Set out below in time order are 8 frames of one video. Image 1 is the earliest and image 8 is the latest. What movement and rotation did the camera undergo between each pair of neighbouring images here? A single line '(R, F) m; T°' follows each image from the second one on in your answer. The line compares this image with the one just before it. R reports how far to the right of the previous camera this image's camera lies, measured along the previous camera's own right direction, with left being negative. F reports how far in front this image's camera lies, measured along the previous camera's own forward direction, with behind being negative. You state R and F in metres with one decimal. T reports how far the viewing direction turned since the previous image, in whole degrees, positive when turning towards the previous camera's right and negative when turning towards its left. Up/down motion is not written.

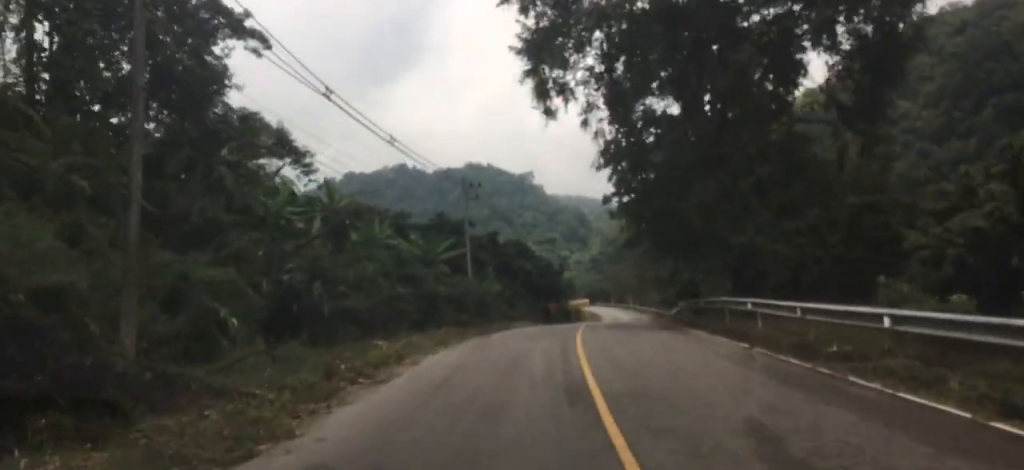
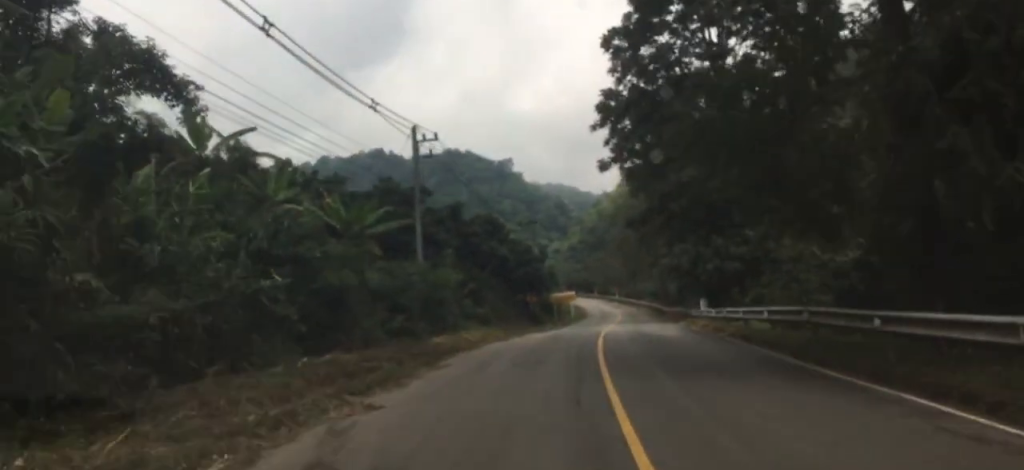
(+0.5, +16.0) m; +4°
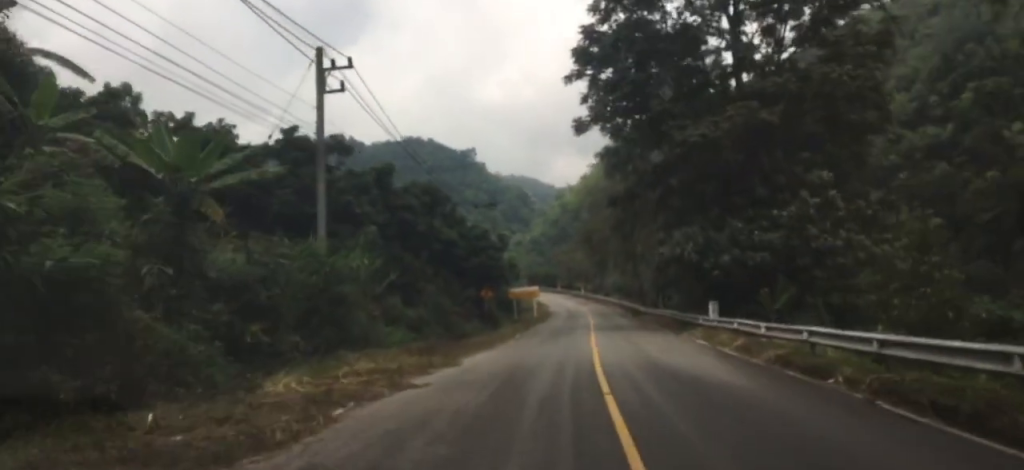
(+0.3, +12.5) m; +2°
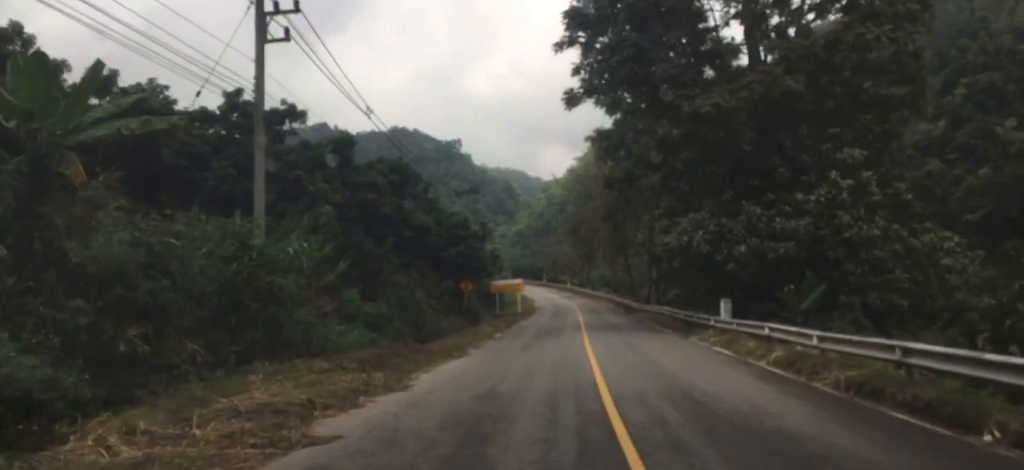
(0.0, +5.0) m; 0°
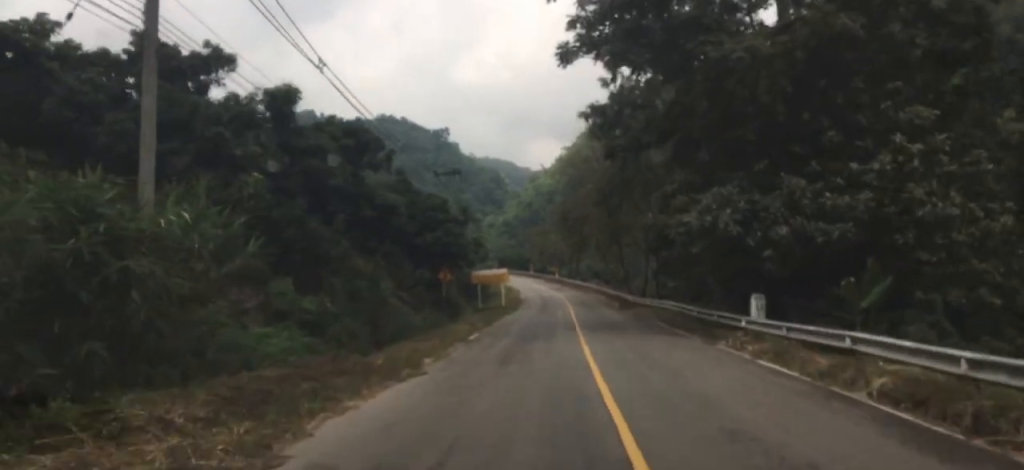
(0.0, +6.0) m; 0°
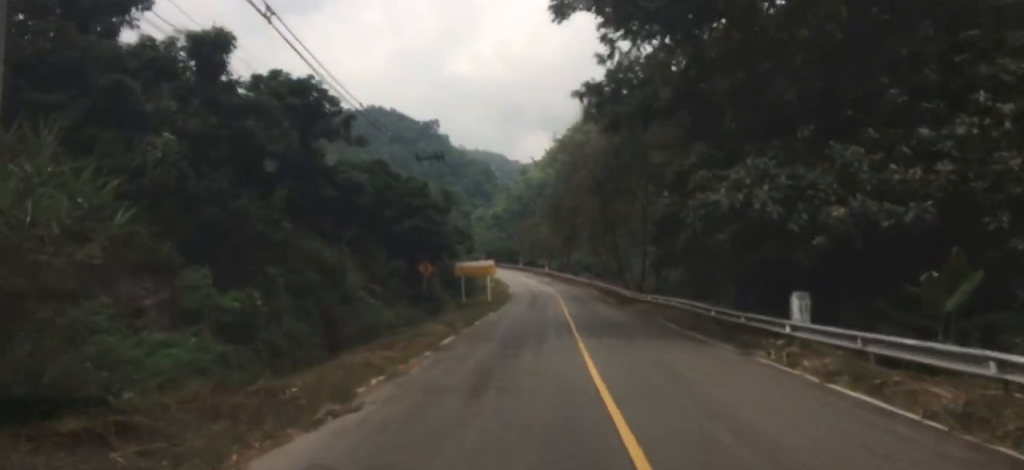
(0.0, +4.7) m; 0°
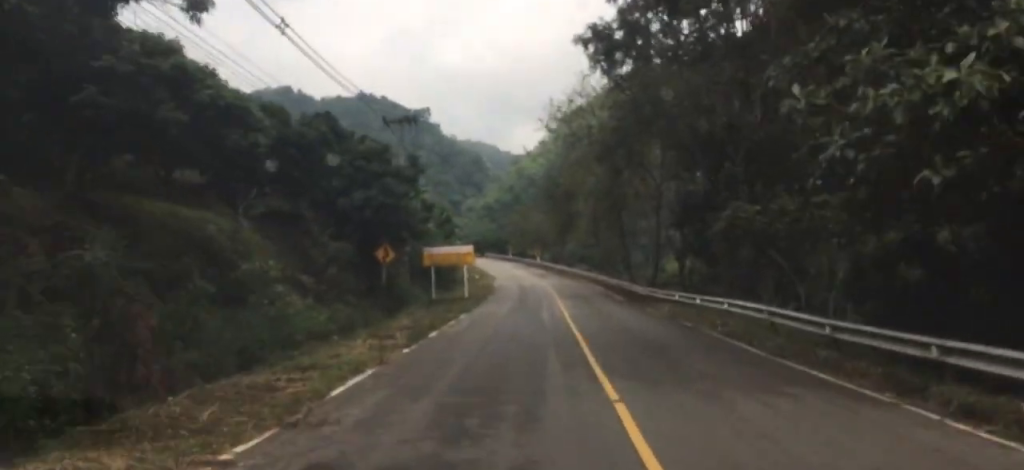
(-0.1, +10.4) m; -1°
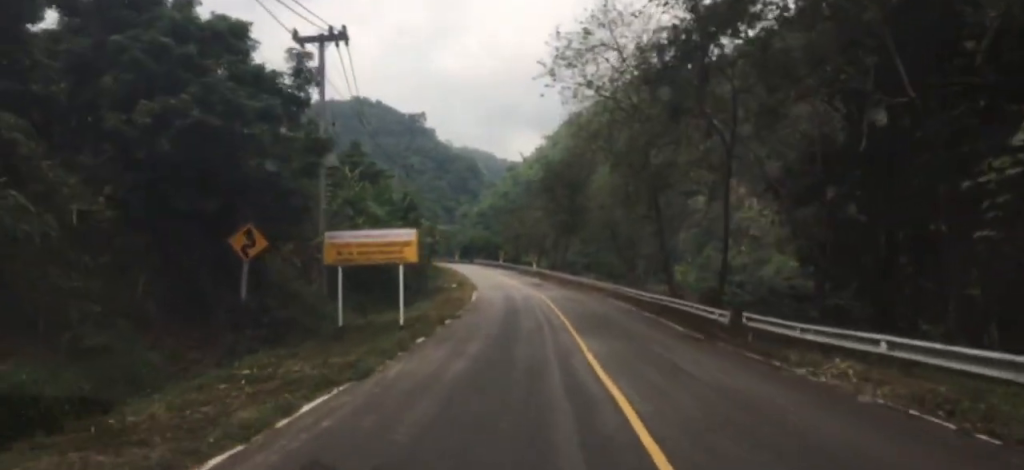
(0.0, +18.0) m; +4°
